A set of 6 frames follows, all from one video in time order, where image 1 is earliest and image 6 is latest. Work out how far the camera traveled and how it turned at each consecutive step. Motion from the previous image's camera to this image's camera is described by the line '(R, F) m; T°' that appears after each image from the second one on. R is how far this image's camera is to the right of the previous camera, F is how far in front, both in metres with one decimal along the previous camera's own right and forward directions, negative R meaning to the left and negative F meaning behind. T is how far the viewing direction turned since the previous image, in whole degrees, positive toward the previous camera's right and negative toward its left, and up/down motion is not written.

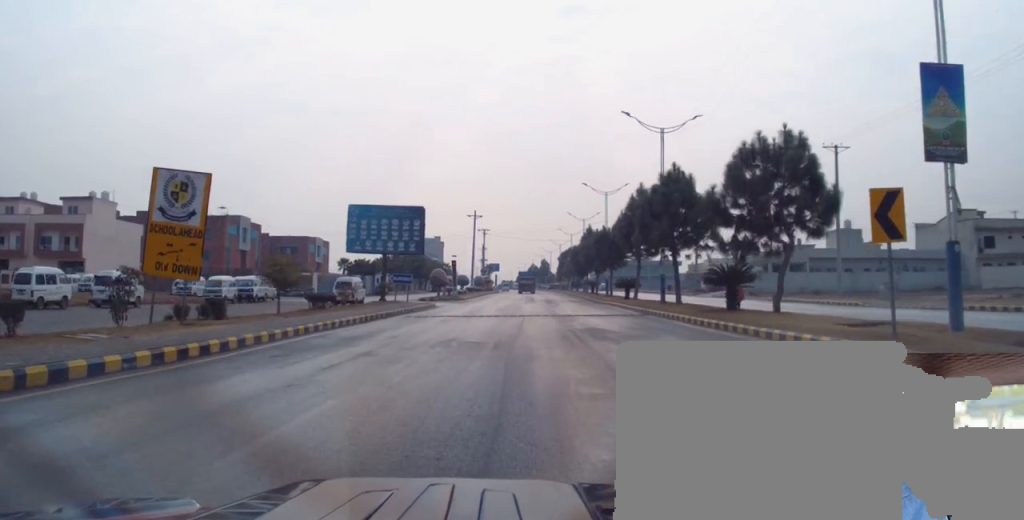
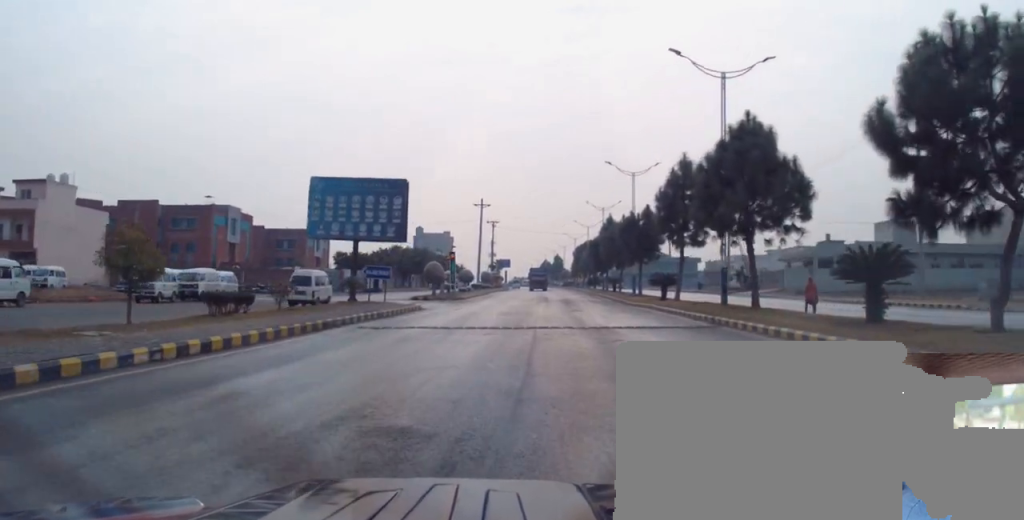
(+0.2, +11.0) m; +4°
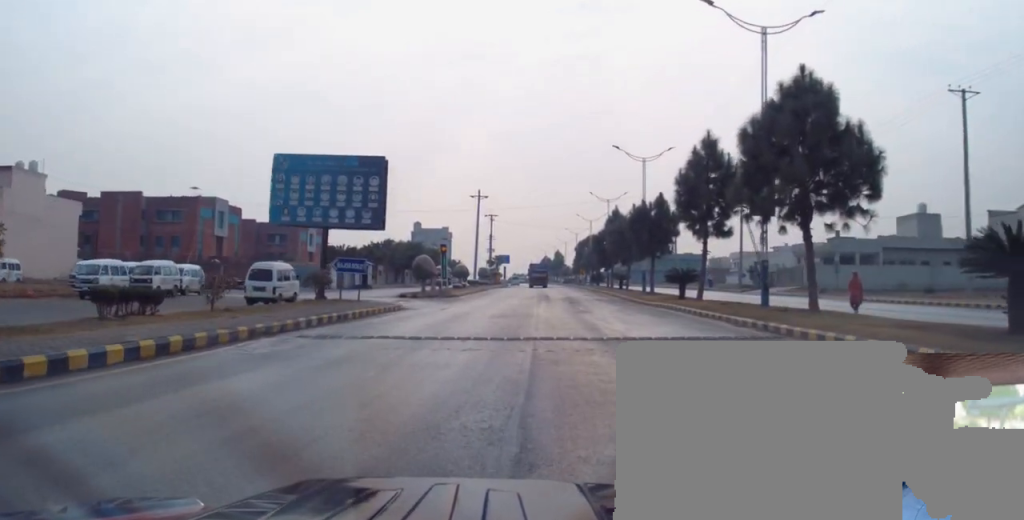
(+0.1, +5.5) m; -1°
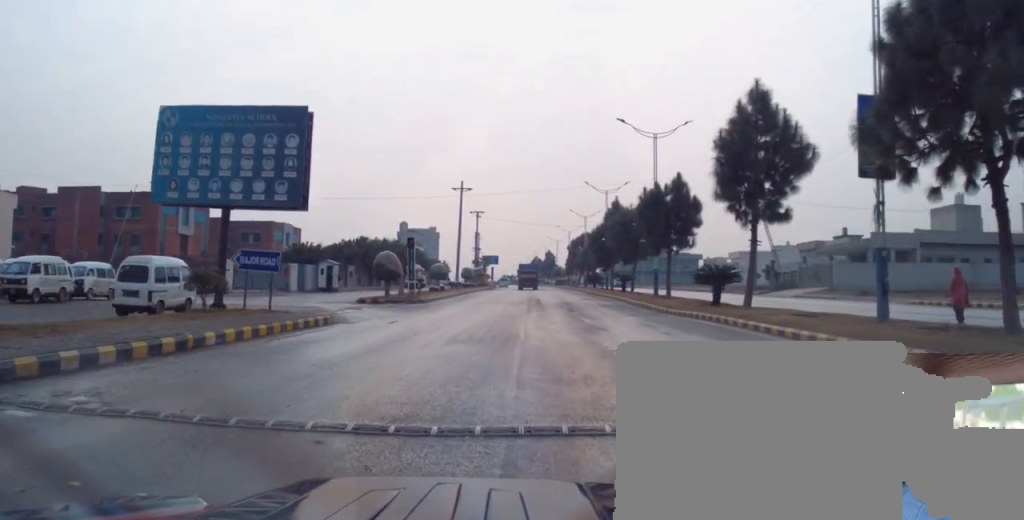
(-0.6, +10.3) m; +2°
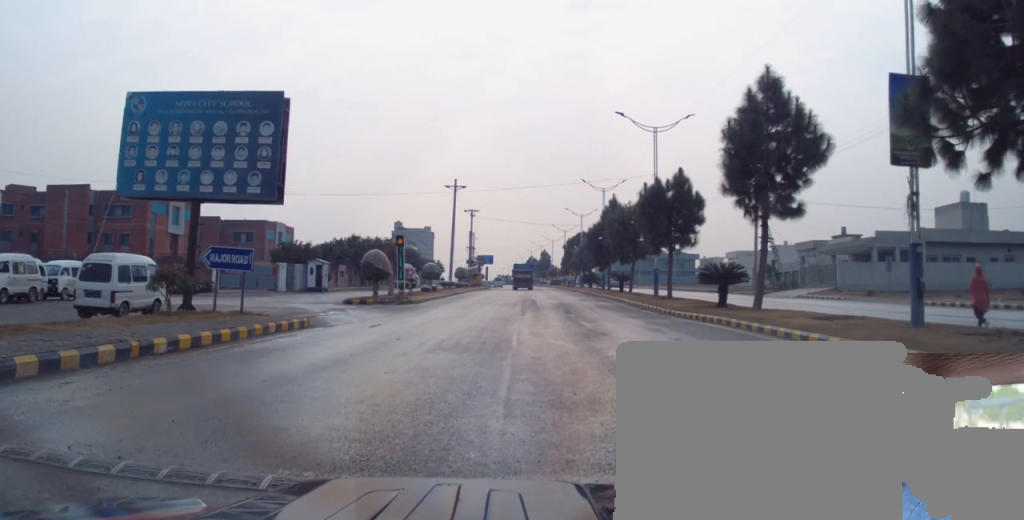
(+0.2, +2.1) m; +1°
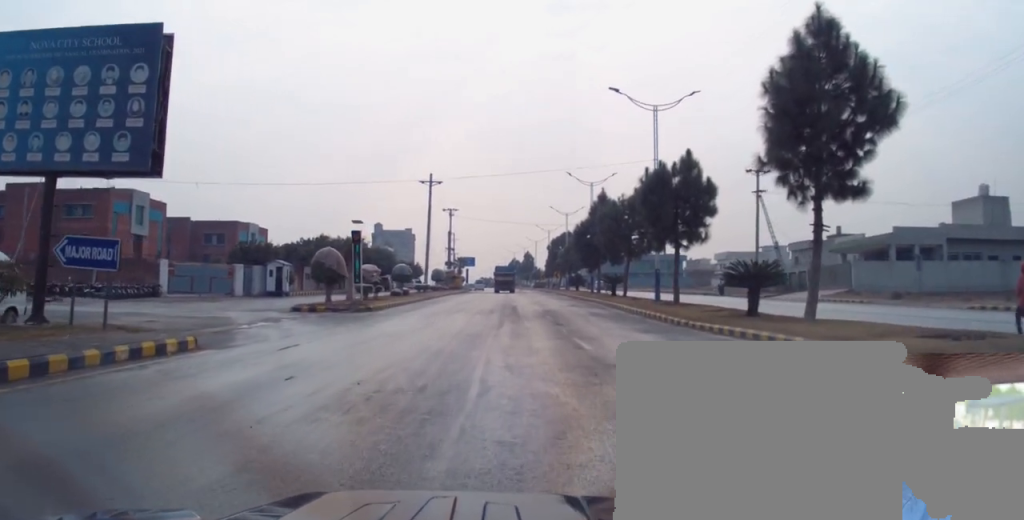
(+0.6, +7.5) m; +7°
